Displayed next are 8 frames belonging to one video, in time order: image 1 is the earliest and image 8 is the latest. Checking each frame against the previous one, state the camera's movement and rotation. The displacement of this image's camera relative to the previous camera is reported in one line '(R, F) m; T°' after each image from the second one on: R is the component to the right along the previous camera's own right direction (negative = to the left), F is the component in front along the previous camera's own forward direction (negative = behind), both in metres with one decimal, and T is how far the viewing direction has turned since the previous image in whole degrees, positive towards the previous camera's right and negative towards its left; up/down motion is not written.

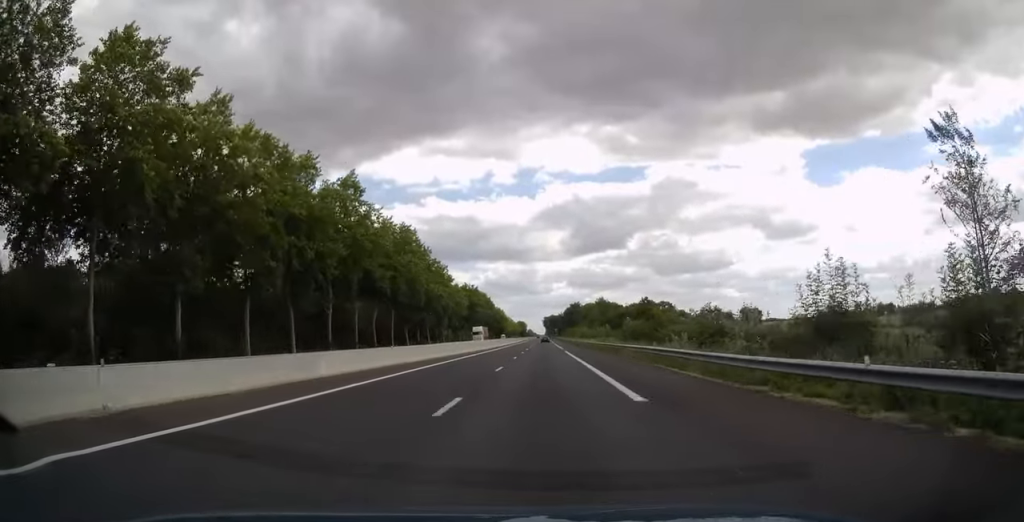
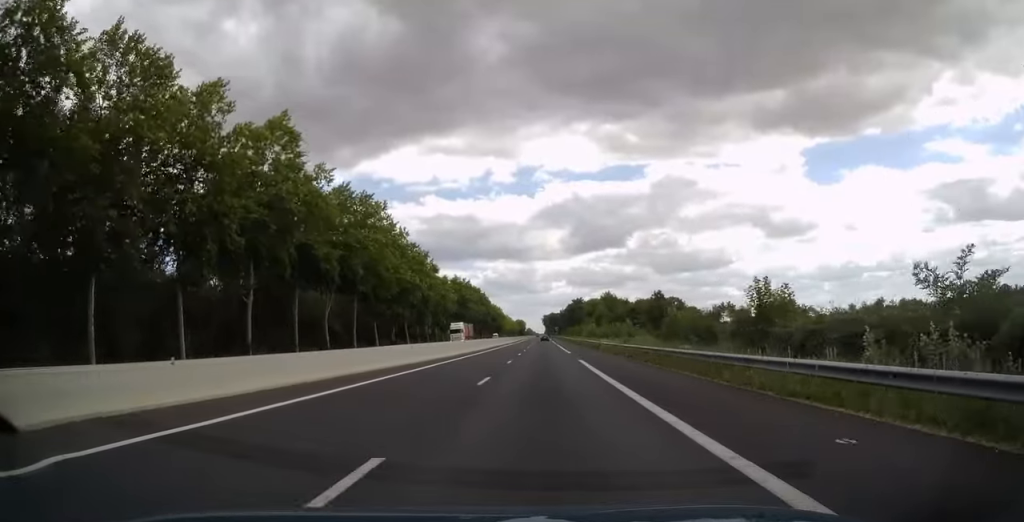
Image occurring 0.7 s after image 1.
(0.0, +19.6) m; 0°
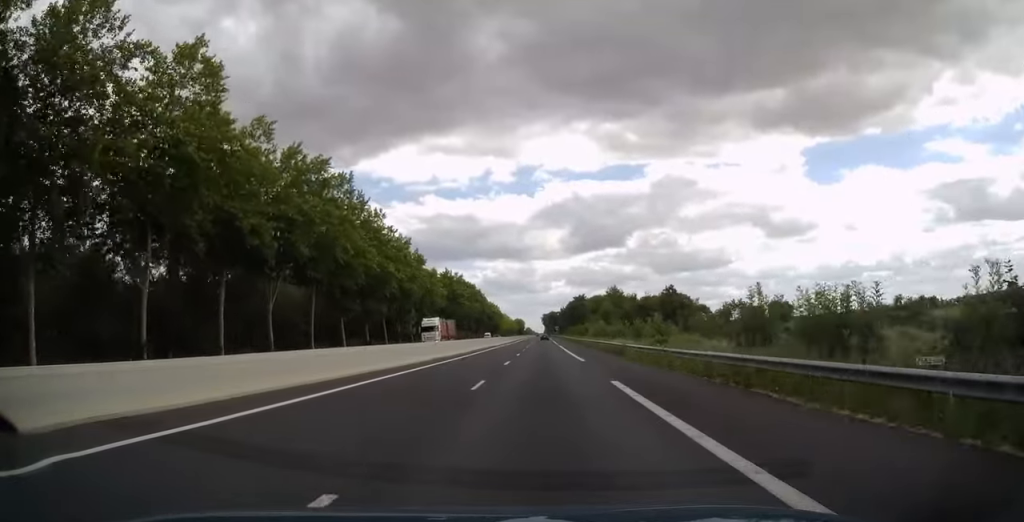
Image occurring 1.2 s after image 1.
(0.0, +14.7) m; 0°
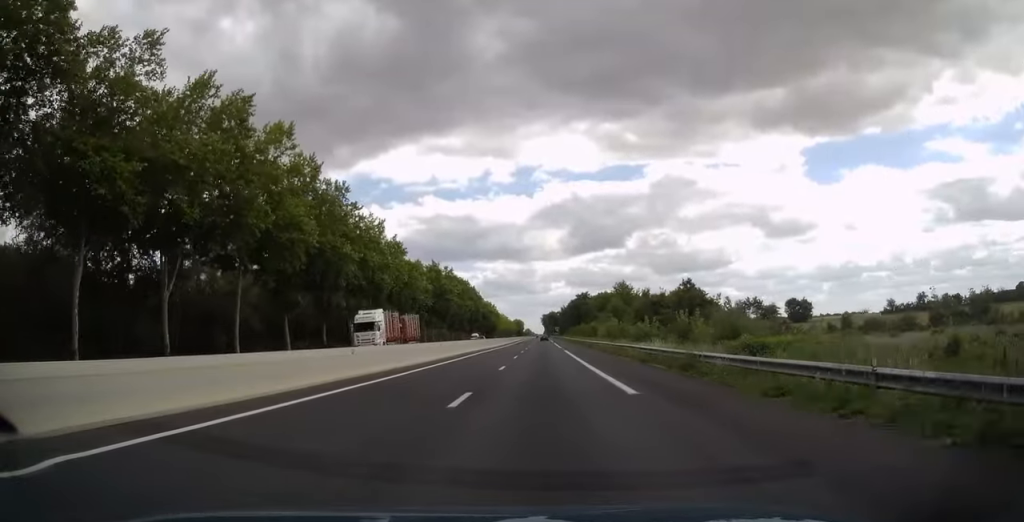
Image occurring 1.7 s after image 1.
(0.0, +16.6) m; 0°
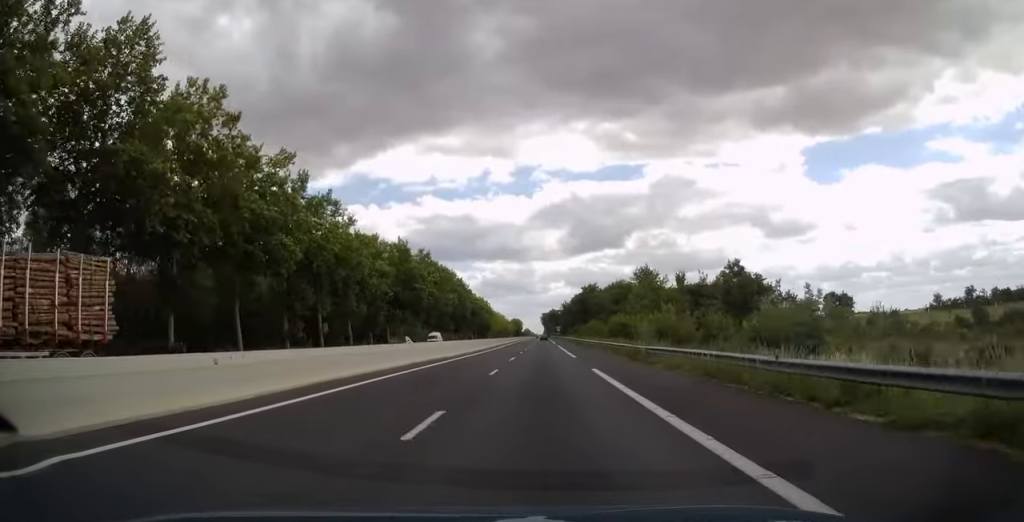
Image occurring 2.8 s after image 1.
(0.0, +29.9) m; 0°
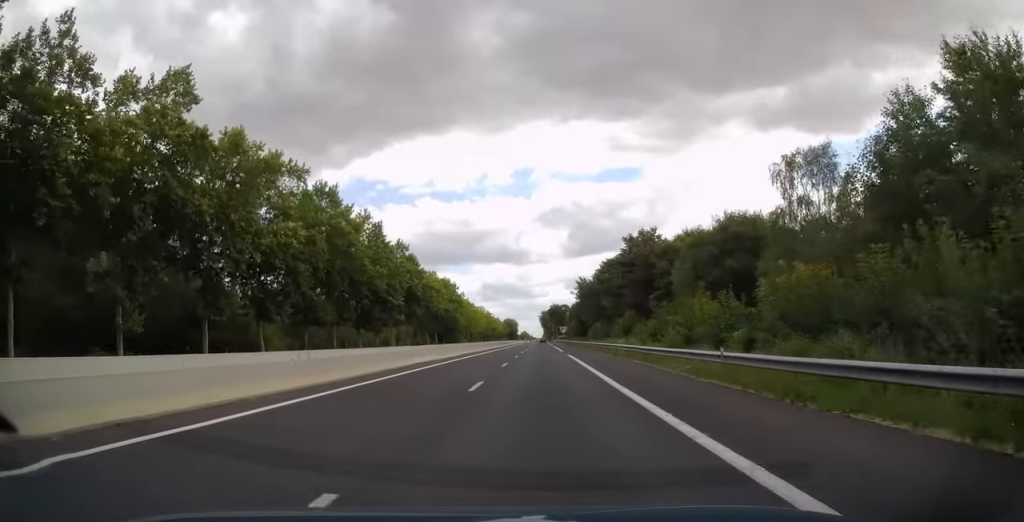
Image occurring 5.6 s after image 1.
(-0.2, +84.5) m; 0°
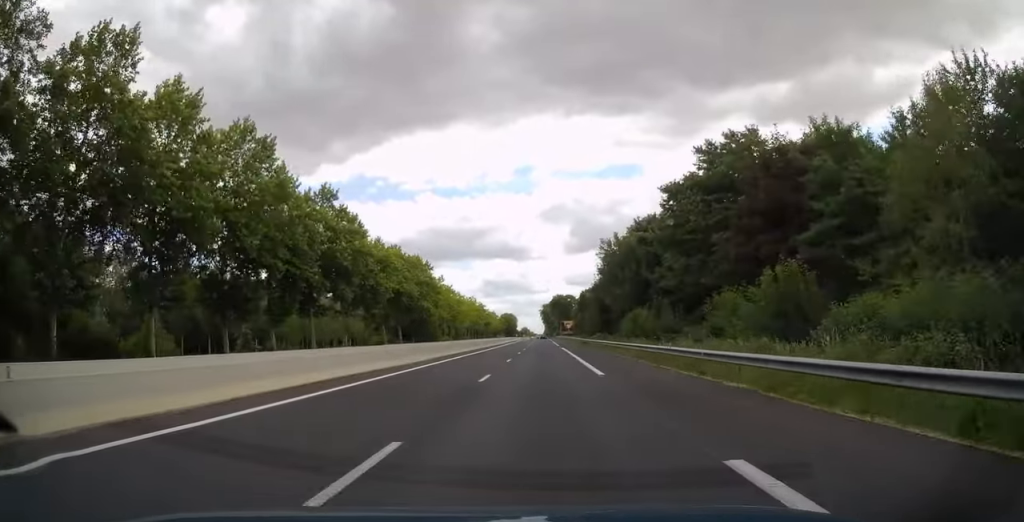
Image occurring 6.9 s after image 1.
(0.0, +36.7) m; 0°
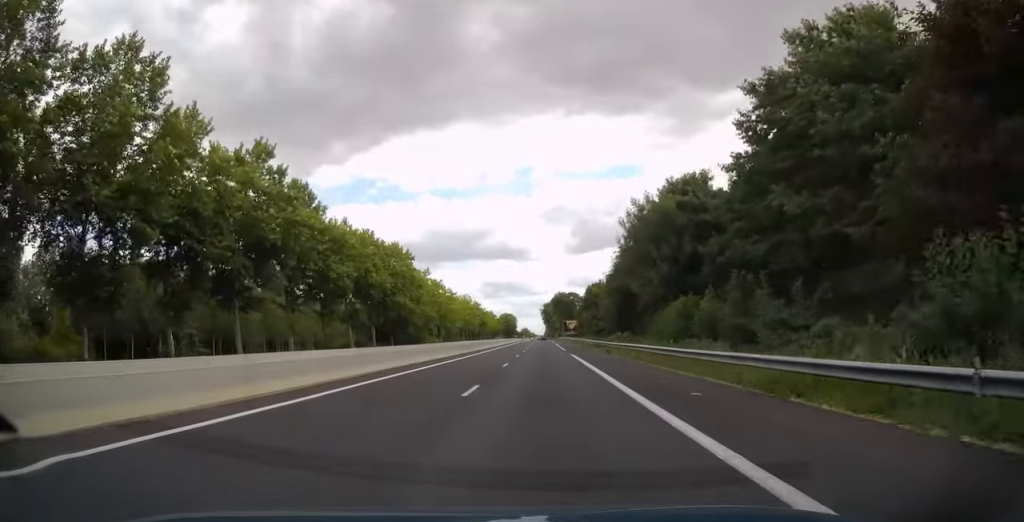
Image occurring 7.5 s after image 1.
(0.0, +17.1) m; 0°
